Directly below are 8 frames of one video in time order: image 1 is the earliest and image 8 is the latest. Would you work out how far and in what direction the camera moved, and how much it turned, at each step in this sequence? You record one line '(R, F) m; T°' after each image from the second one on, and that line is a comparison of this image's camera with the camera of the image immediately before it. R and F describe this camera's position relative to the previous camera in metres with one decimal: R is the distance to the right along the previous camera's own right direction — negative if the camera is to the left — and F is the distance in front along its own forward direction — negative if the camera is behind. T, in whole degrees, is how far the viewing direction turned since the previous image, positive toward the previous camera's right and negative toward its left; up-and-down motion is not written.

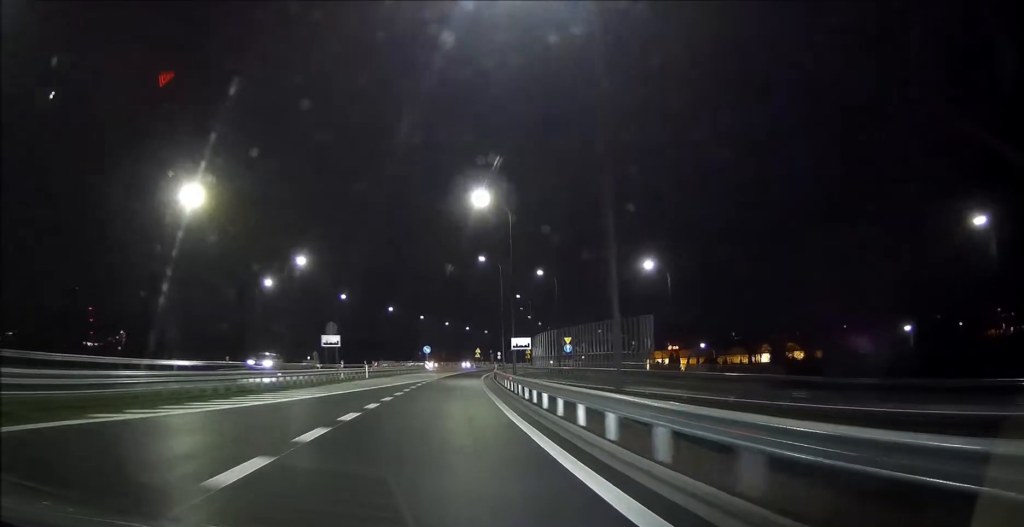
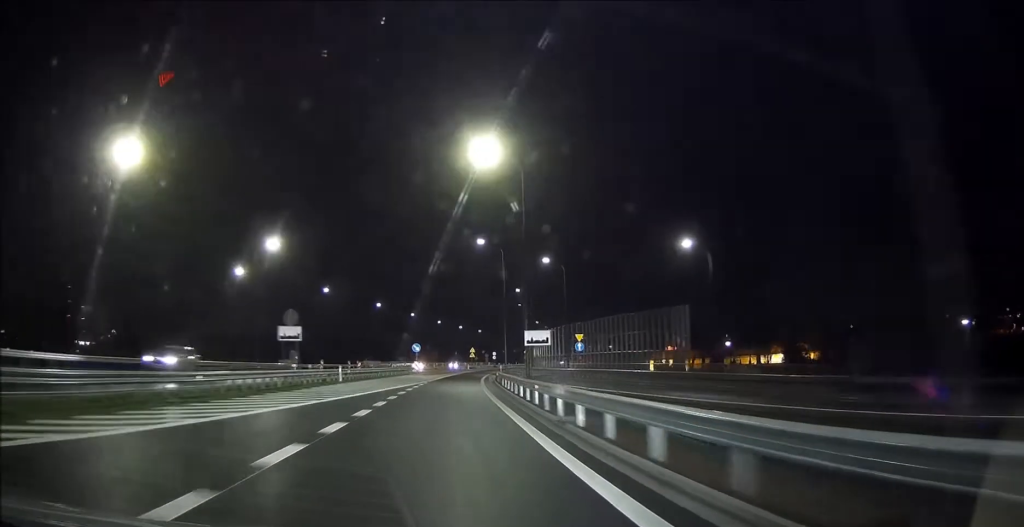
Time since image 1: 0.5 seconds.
(0.0, +10.5) m; 0°
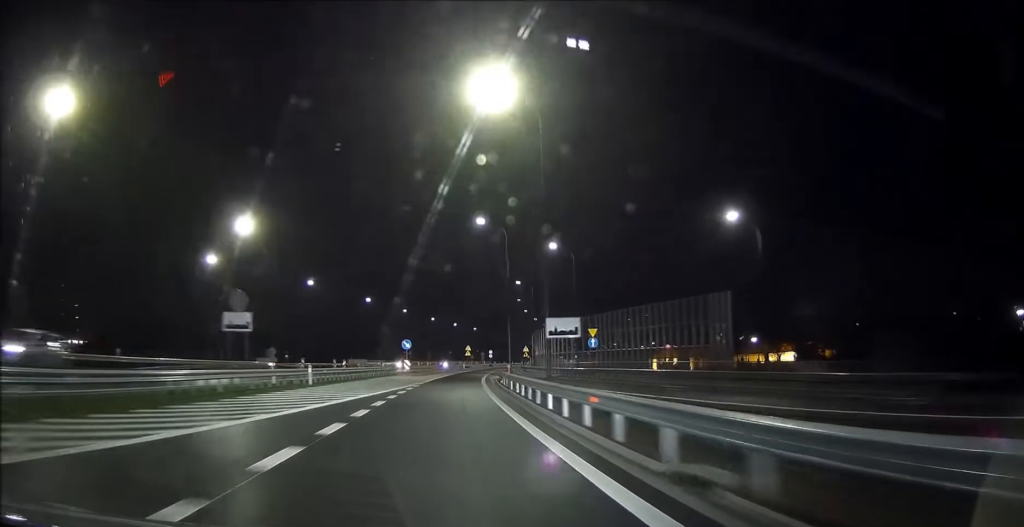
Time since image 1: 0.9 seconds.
(0.0, +8.4) m; 0°
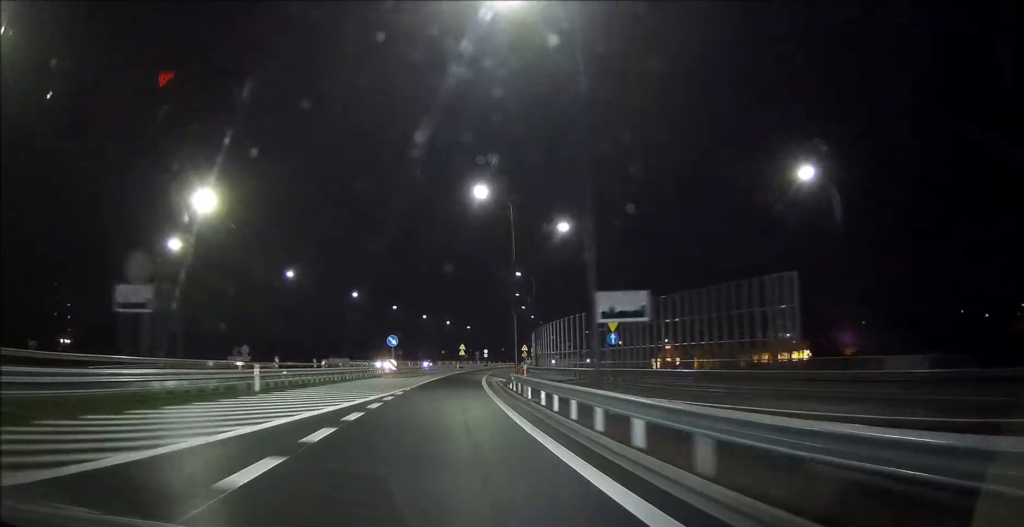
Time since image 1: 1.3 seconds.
(0.0, +9.0) m; 0°
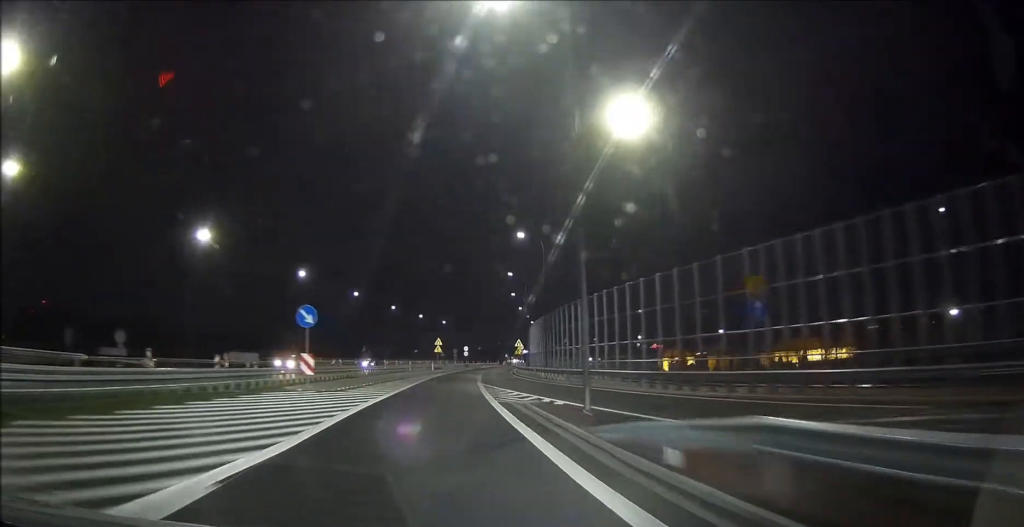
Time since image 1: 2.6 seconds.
(0.0, +25.7) m; 0°
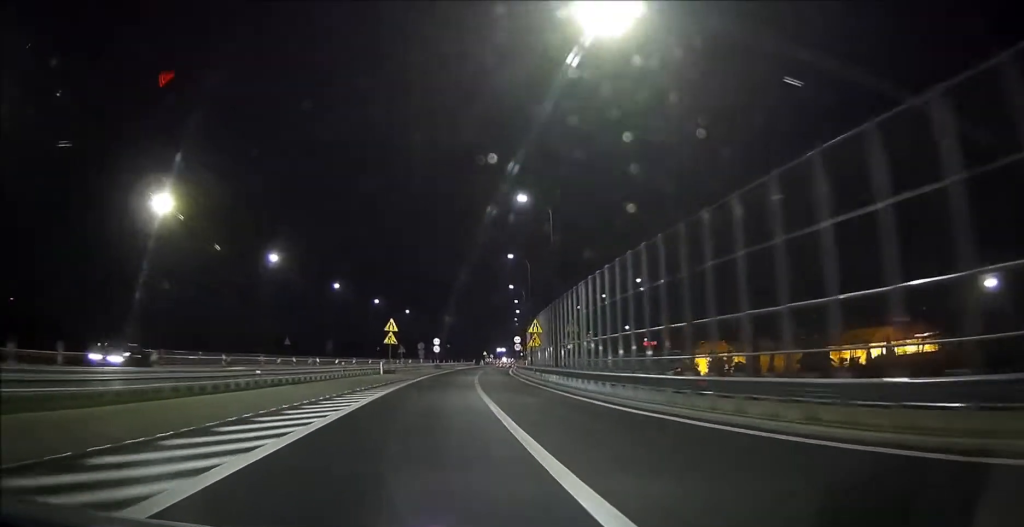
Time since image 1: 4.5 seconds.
(0.0, +39.3) m; +3°
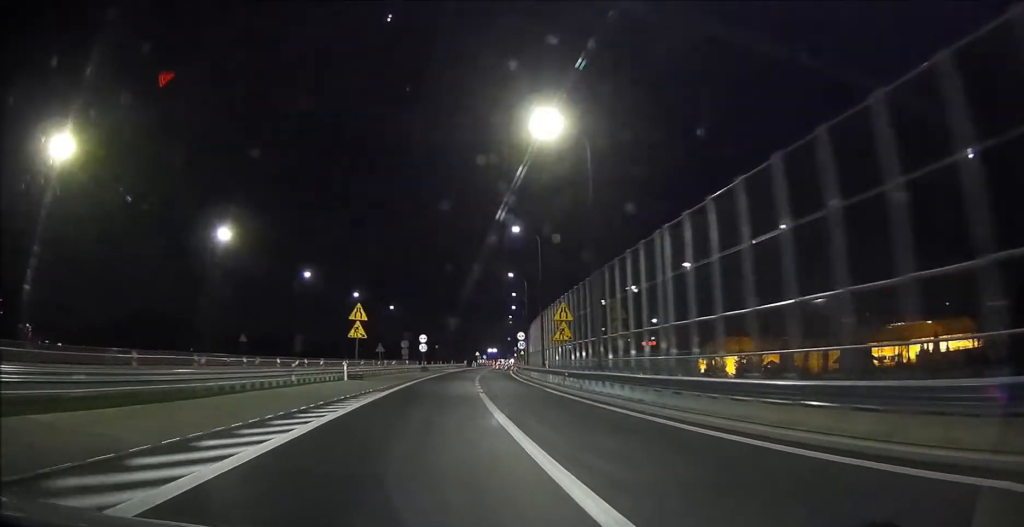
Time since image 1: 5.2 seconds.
(+0.5, +15.0) m; +3°
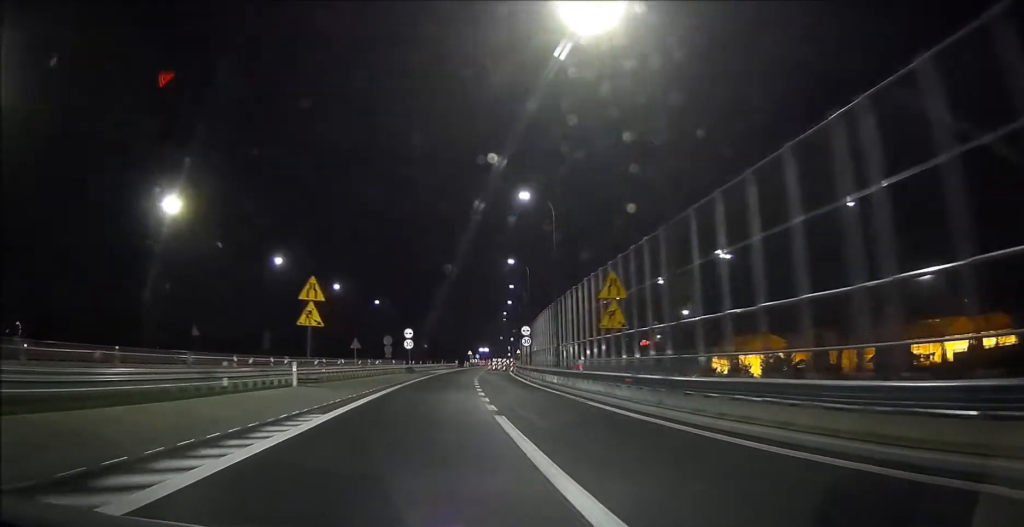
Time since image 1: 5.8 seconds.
(+0.4, +11.6) m; +2°
